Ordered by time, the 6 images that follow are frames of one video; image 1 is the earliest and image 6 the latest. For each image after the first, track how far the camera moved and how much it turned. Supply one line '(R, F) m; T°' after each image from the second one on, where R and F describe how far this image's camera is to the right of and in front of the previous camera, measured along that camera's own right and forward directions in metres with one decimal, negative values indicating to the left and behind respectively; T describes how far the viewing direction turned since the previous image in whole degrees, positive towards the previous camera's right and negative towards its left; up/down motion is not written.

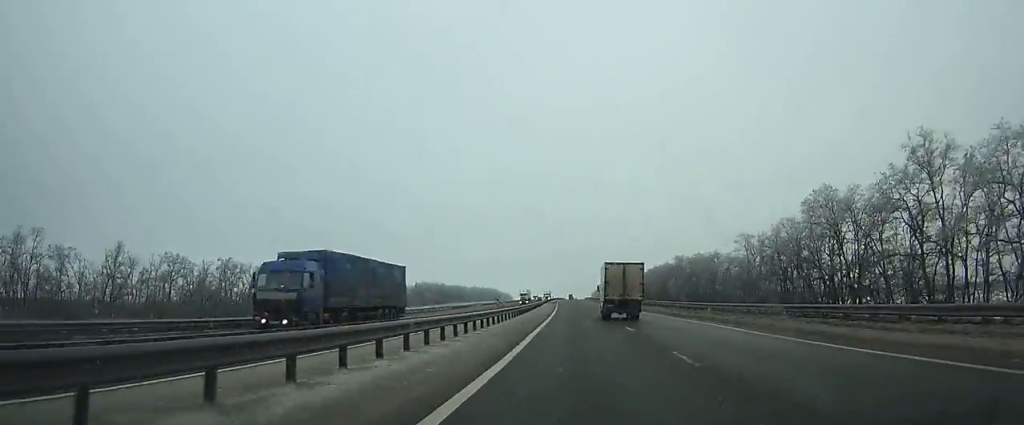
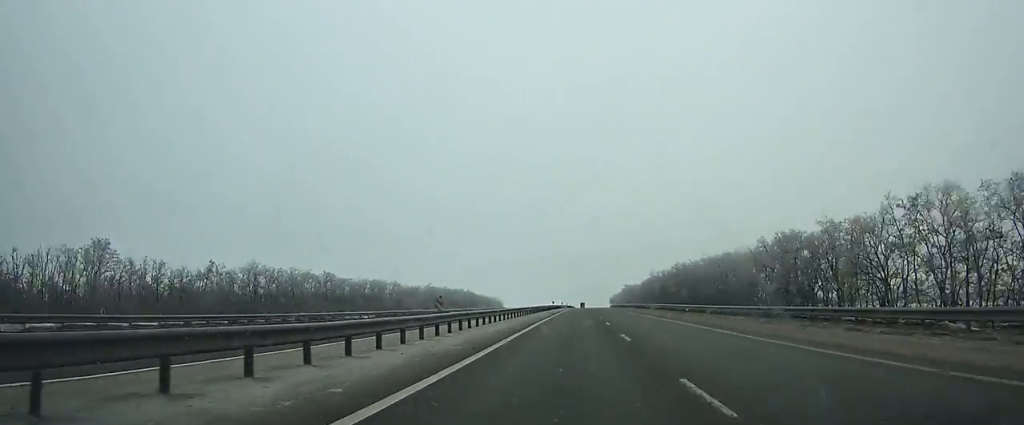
(-1.3, +171.6) m; 0°
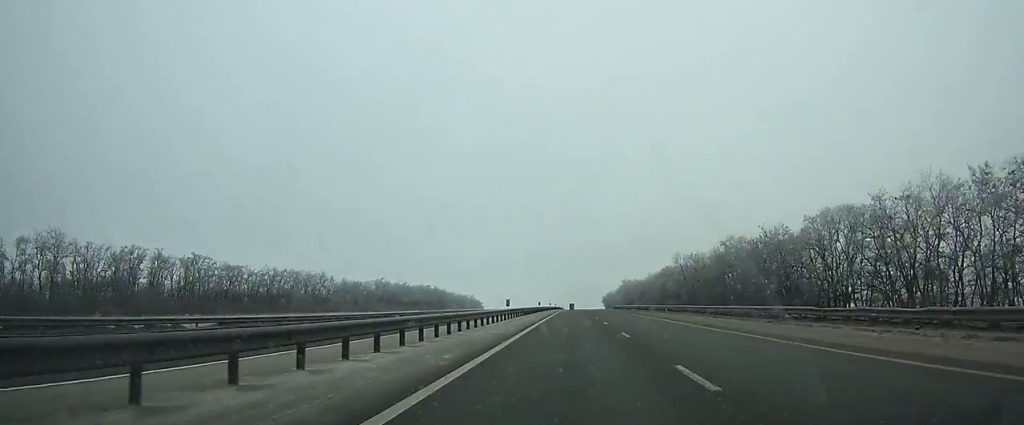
(+0.3, +58.7) m; 0°
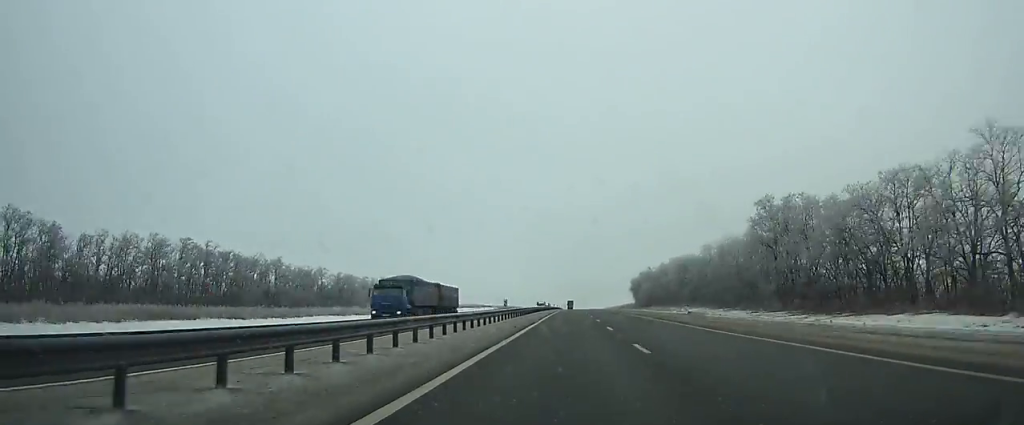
(+0.8, +208.9) m; 0°
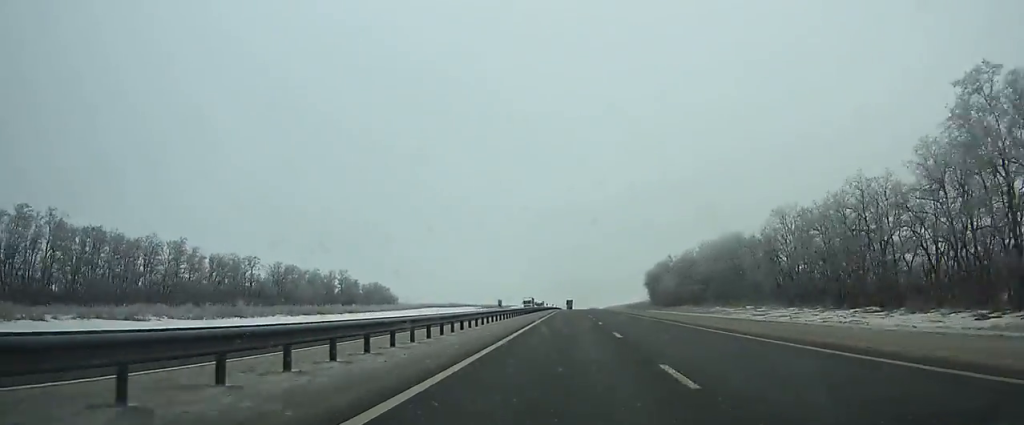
(0.0, +46.5) m; 0°
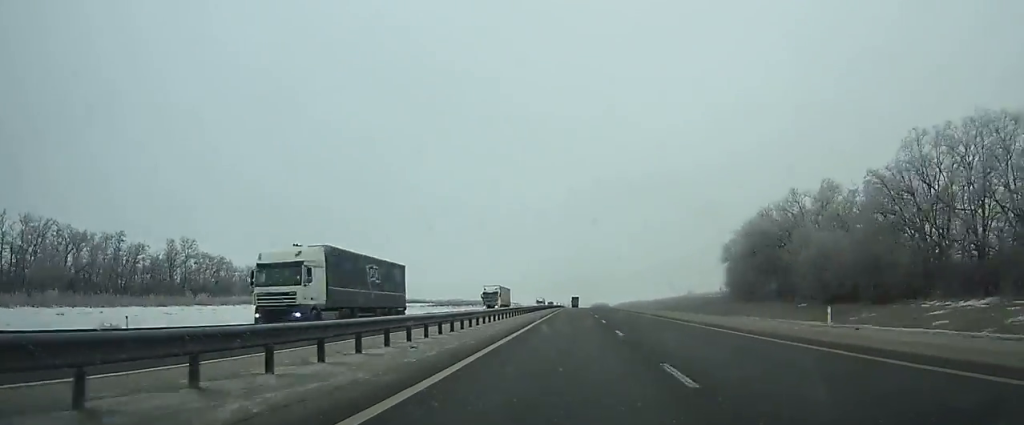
(0.0, +93.3) m; 0°
